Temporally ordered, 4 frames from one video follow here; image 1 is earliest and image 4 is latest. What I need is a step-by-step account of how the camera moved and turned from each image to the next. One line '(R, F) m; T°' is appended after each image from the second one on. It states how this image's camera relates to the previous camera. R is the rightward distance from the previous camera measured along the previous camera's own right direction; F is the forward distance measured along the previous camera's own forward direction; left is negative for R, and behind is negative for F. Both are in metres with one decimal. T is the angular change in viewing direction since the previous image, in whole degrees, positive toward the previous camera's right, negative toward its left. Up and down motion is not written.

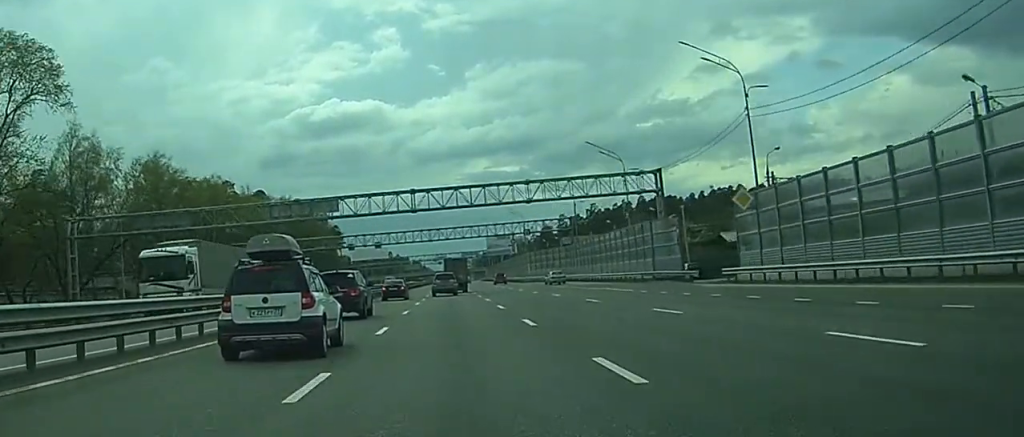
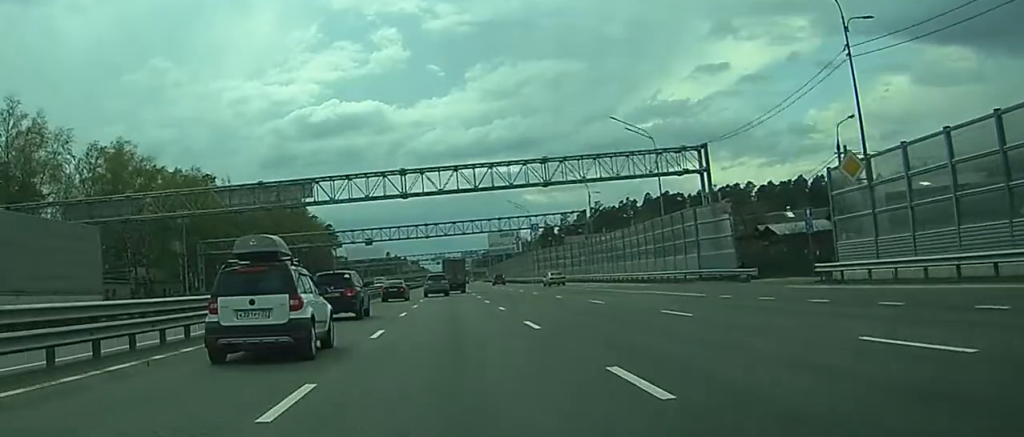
(-0.1, +13.1) m; 0°
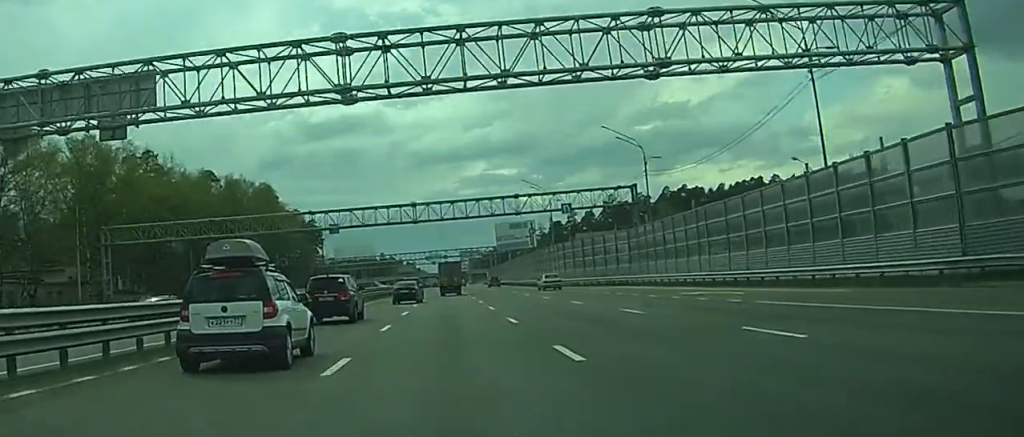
(-0.2, +30.7) m; -1°
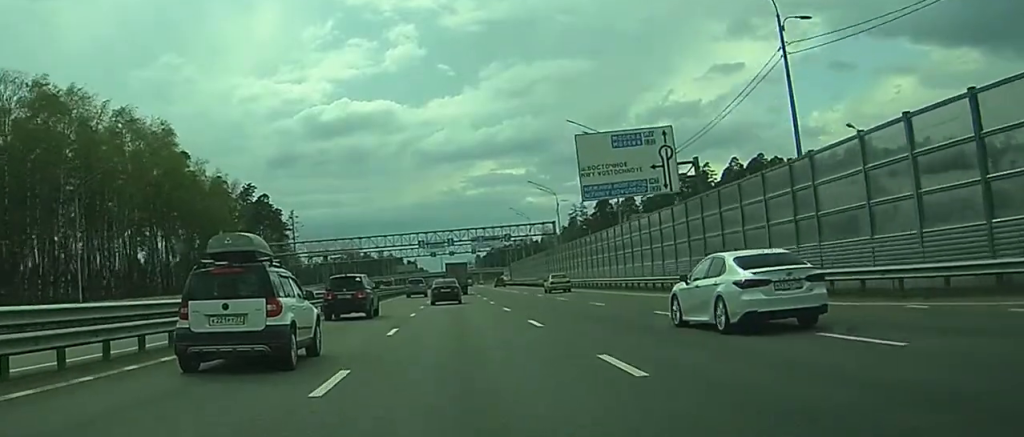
(+0.4, +72.1) m; +1°
